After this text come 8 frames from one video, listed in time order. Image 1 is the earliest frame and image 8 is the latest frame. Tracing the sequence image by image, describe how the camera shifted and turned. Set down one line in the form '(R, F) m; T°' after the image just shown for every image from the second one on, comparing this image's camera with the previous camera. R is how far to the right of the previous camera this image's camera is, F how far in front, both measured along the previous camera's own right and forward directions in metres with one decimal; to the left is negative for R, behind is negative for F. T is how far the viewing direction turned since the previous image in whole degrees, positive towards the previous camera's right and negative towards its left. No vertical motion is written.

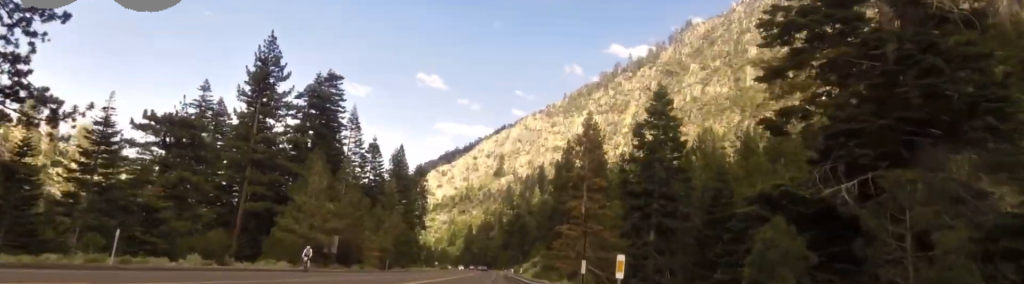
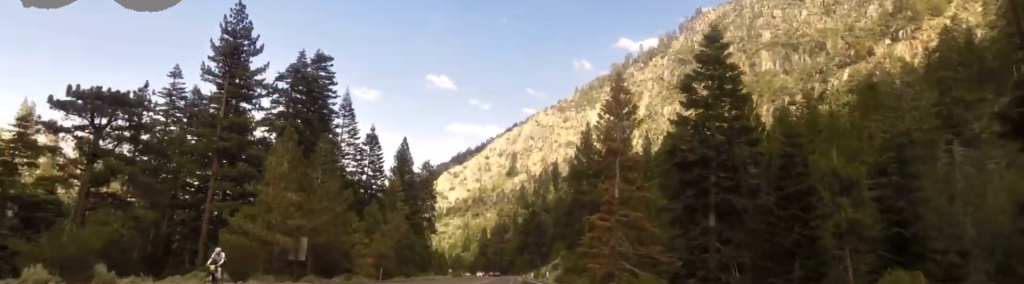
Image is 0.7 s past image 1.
(0.0, +12.7) m; 0°
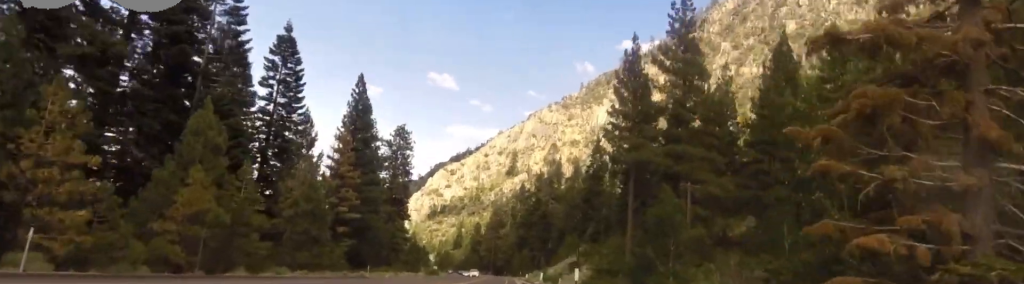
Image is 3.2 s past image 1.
(-0.3, +44.0) m; -1°
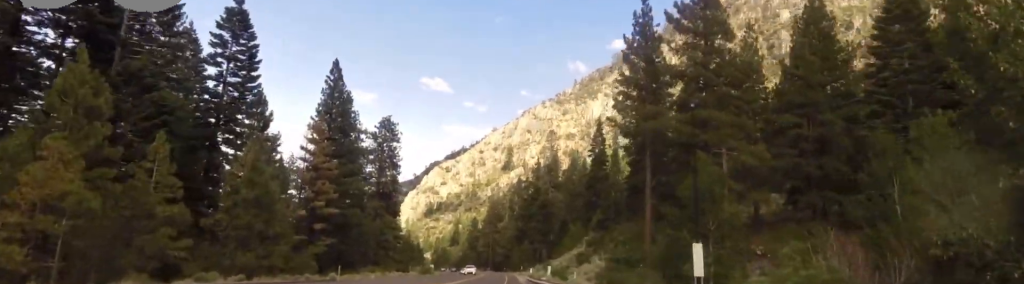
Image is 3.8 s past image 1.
(-0.1, +10.3) m; -1°
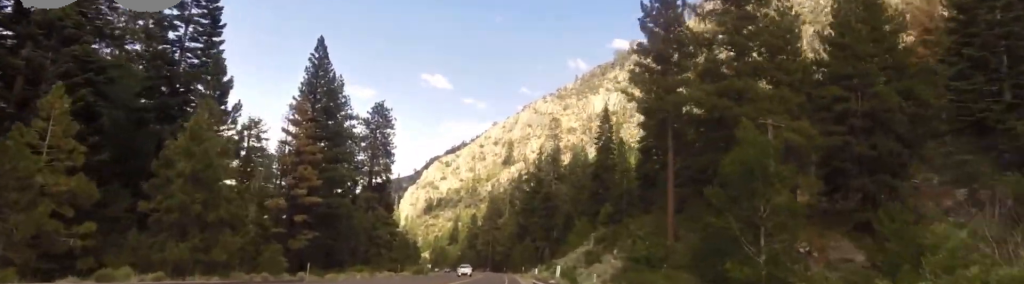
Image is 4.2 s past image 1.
(+0.2, +7.9) m; -2°
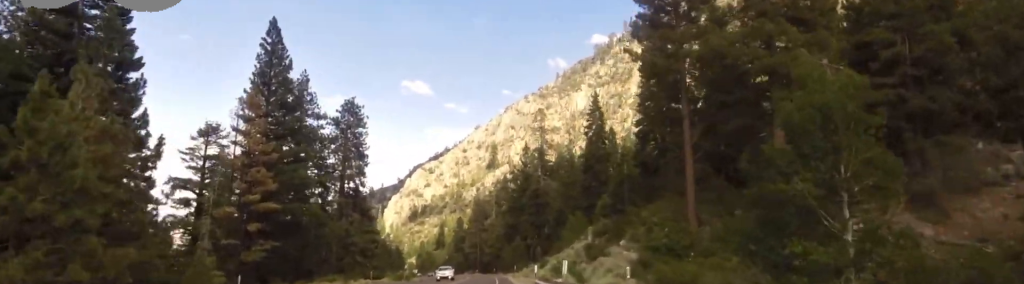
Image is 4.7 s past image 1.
(+0.2, +9.1) m; -2°
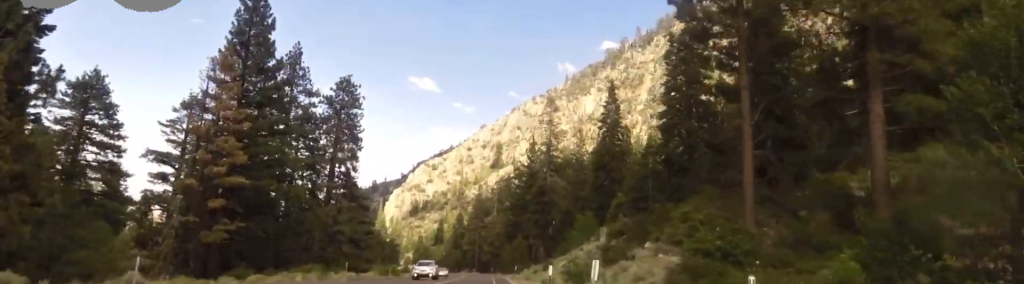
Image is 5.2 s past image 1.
(-0.8, +9.1) m; 0°
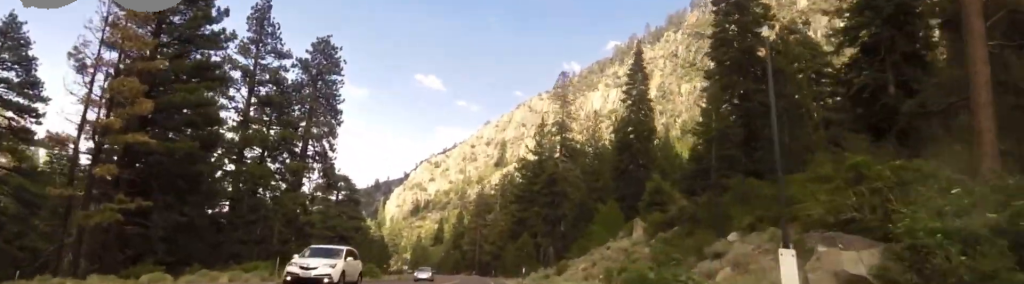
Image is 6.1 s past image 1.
(+0.1, +15.8) m; +2°
